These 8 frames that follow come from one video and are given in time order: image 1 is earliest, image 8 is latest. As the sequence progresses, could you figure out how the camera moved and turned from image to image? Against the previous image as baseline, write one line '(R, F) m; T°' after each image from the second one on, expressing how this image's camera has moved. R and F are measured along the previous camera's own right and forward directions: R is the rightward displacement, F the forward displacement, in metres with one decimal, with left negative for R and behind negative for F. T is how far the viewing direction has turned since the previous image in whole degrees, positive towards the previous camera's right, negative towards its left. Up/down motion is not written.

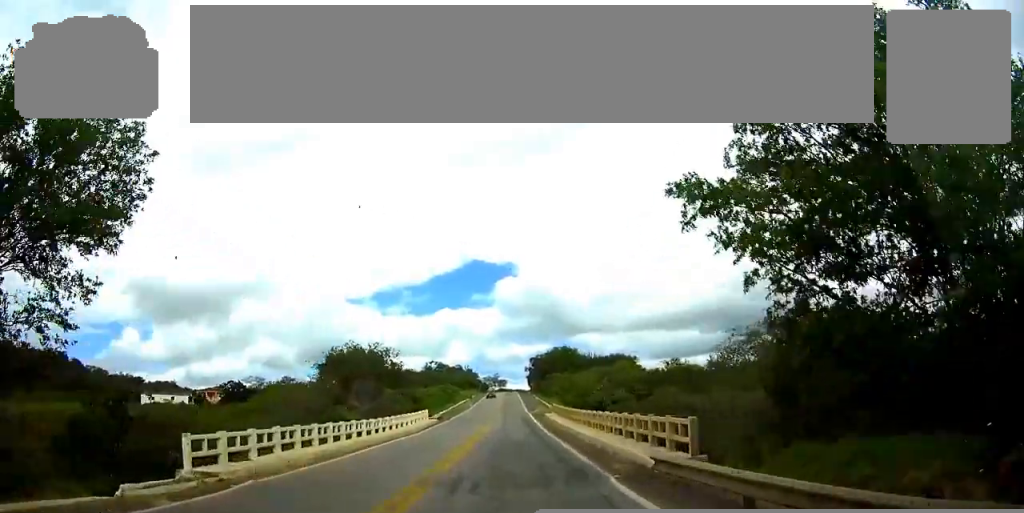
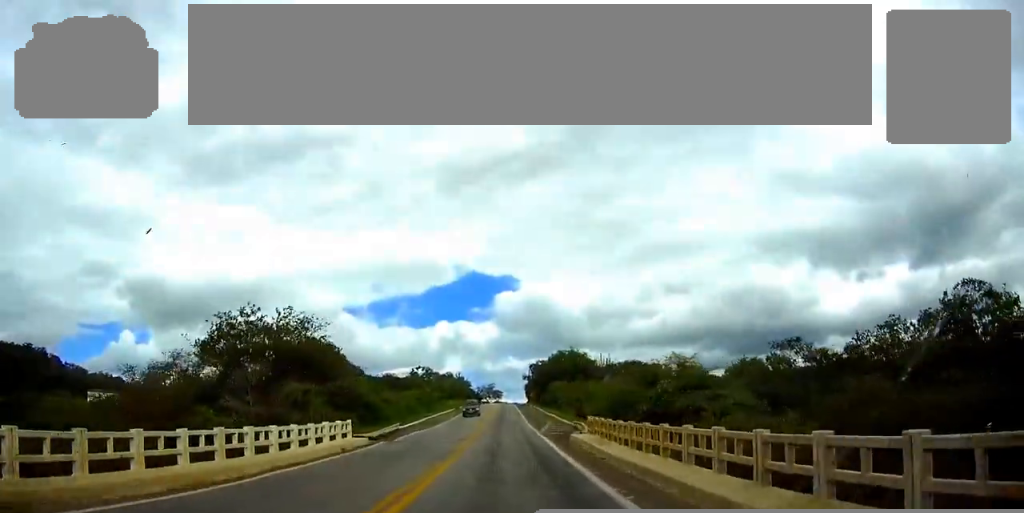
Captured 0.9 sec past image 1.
(0.0, +25.4) m; 0°
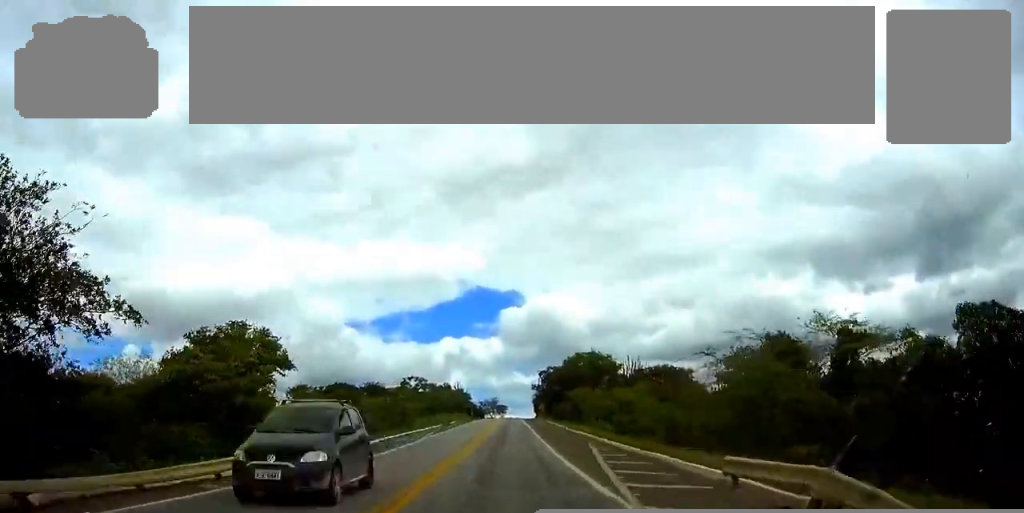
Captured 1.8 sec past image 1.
(0.0, +25.8) m; 0°
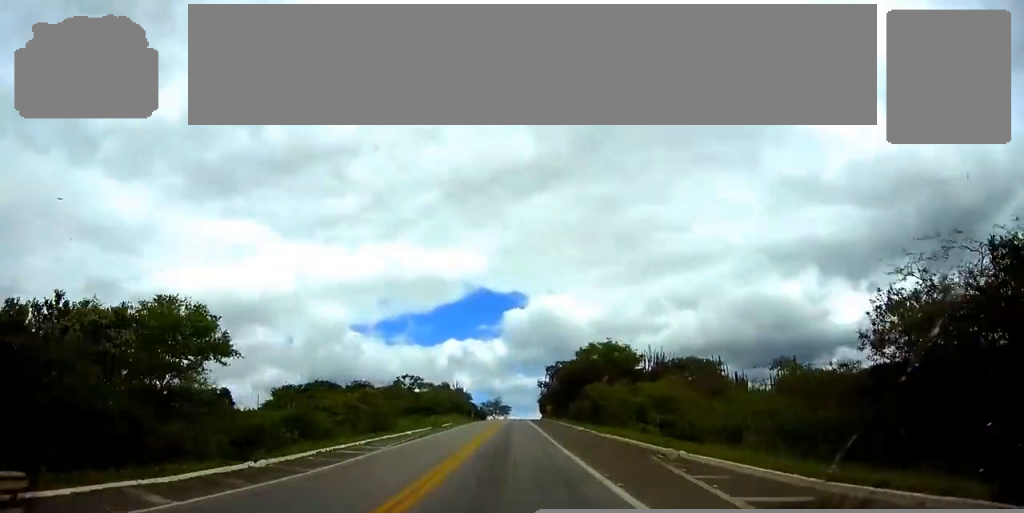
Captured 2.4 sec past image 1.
(0.0, +14.5) m; 0°
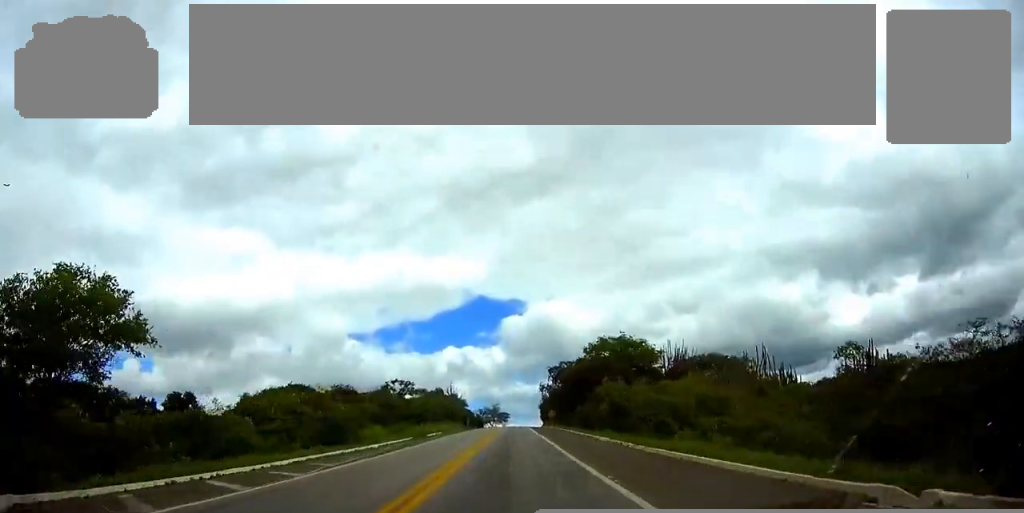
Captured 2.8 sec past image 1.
(0.0, +12.5) m; 0°
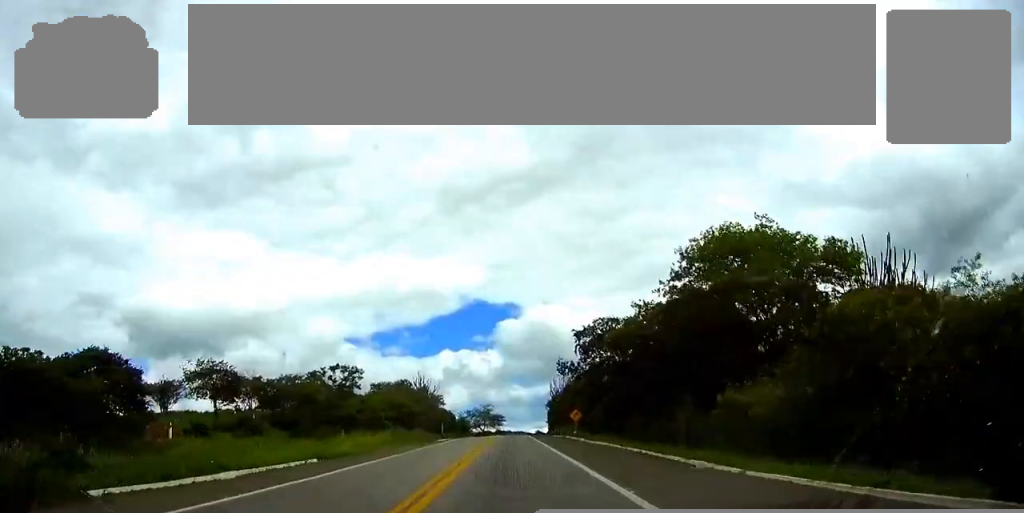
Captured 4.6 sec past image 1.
(0.0, +47.8) m; 0°
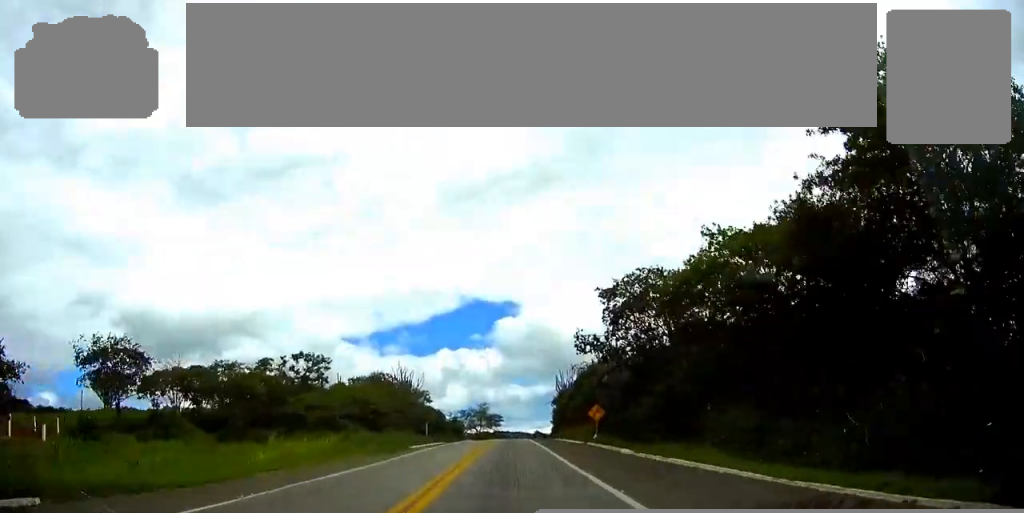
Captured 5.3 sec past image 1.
(0.0, +17.5) m; 0°
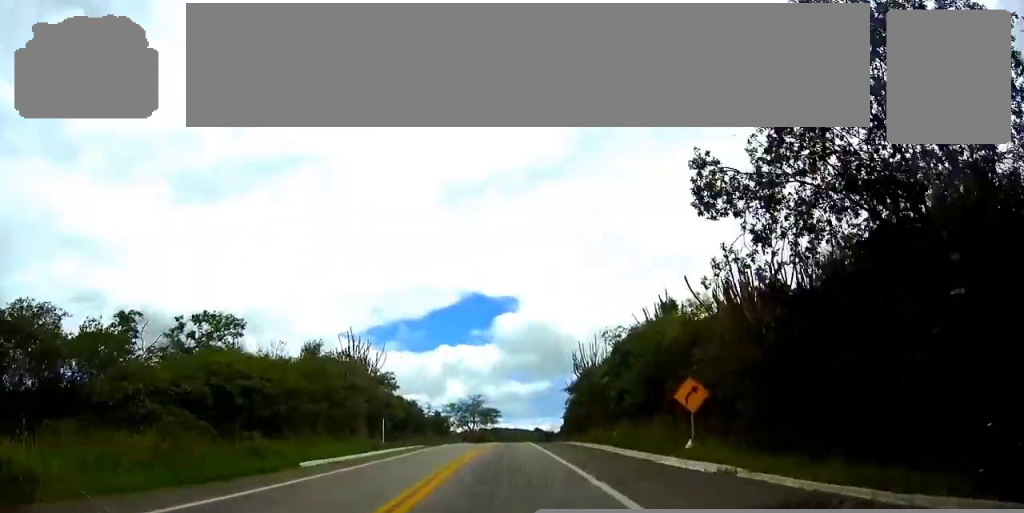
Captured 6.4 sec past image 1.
(0.0, +27.9) m; 0°
